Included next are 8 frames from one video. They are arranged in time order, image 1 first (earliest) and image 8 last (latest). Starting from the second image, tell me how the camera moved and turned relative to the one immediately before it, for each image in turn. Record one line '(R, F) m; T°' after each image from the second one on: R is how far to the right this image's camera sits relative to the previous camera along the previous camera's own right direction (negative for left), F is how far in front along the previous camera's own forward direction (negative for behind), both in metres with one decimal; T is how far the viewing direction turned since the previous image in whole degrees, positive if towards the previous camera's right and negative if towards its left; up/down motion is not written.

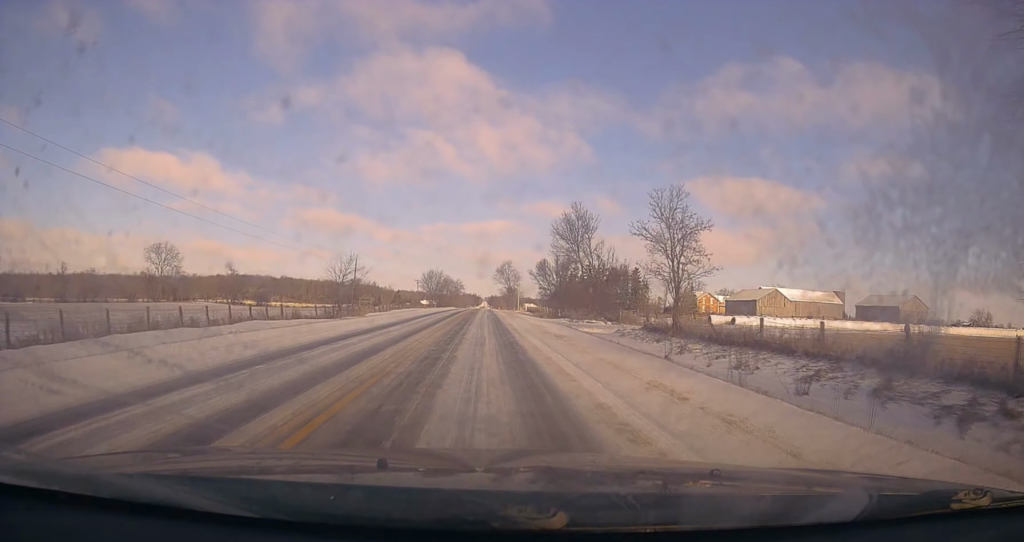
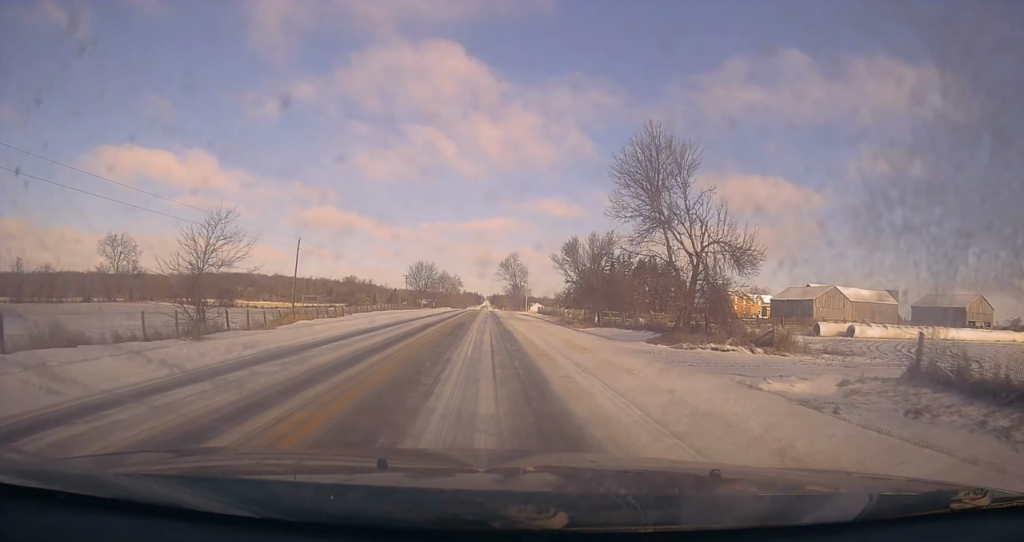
(-0.2, +29.0) m; -2°
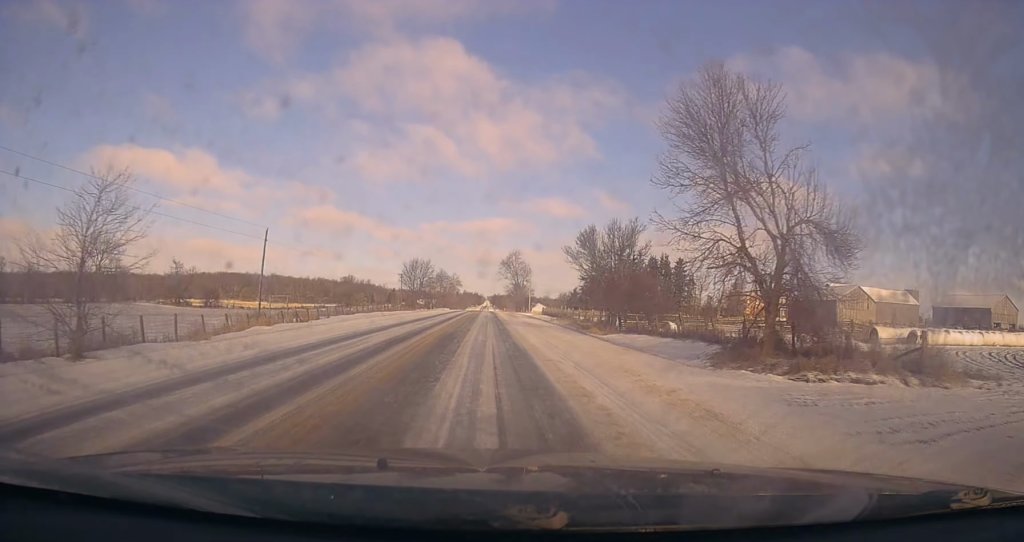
(-0.1, +9.5) m; 0°
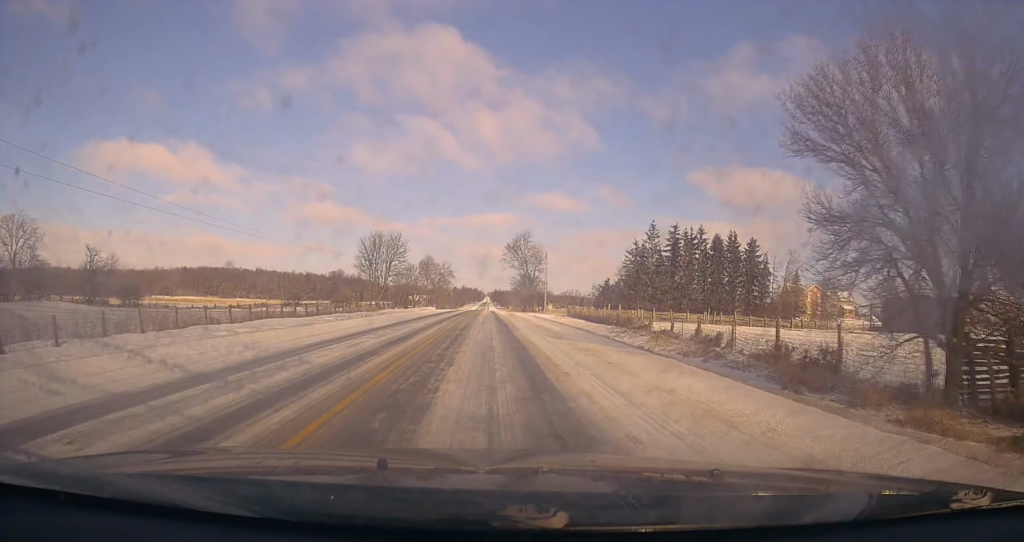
(+0.8, +38.8) m; 0°
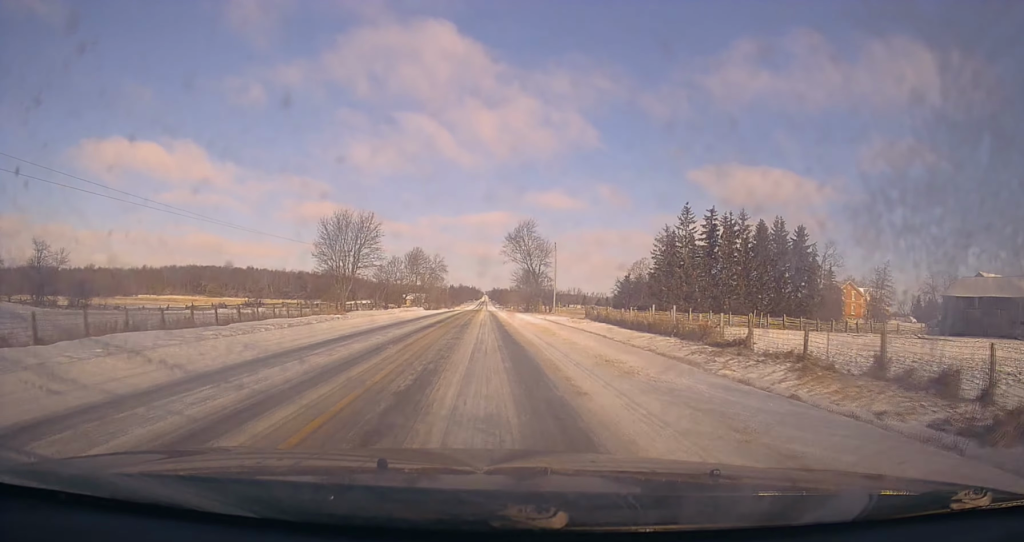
(-0.9, +17.8) m; 0°
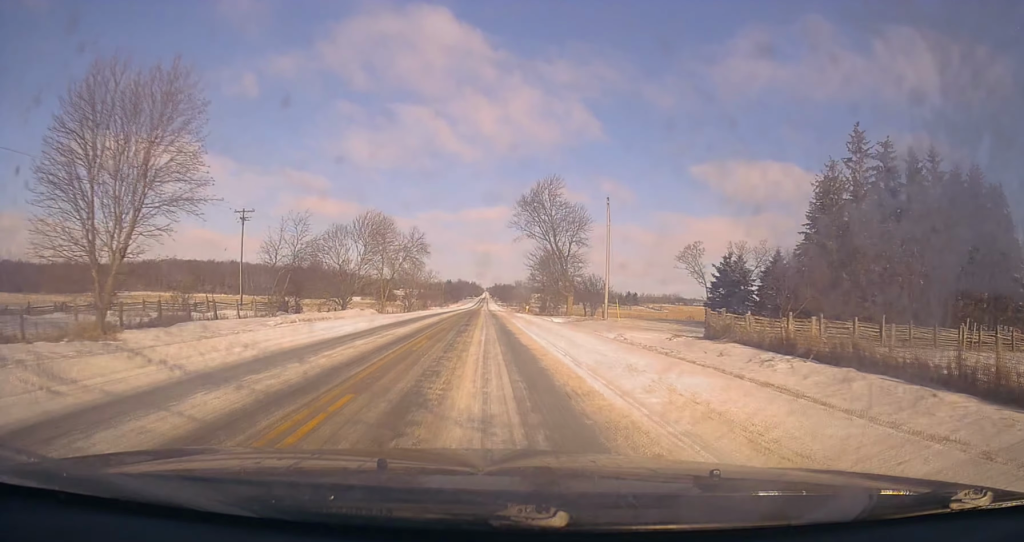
(+0.7, +38.1) m; +1°
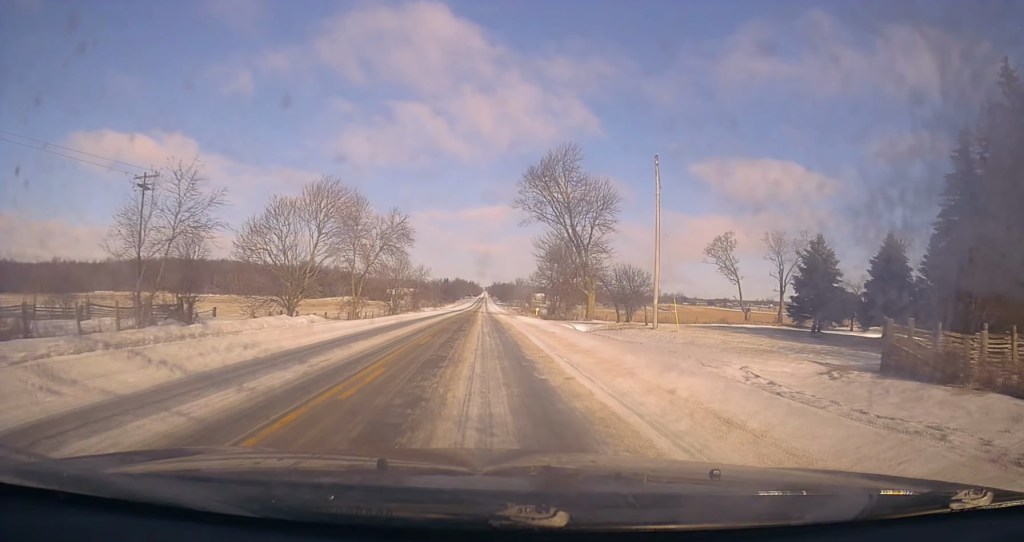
(-0.1, +15.9) m; 0°
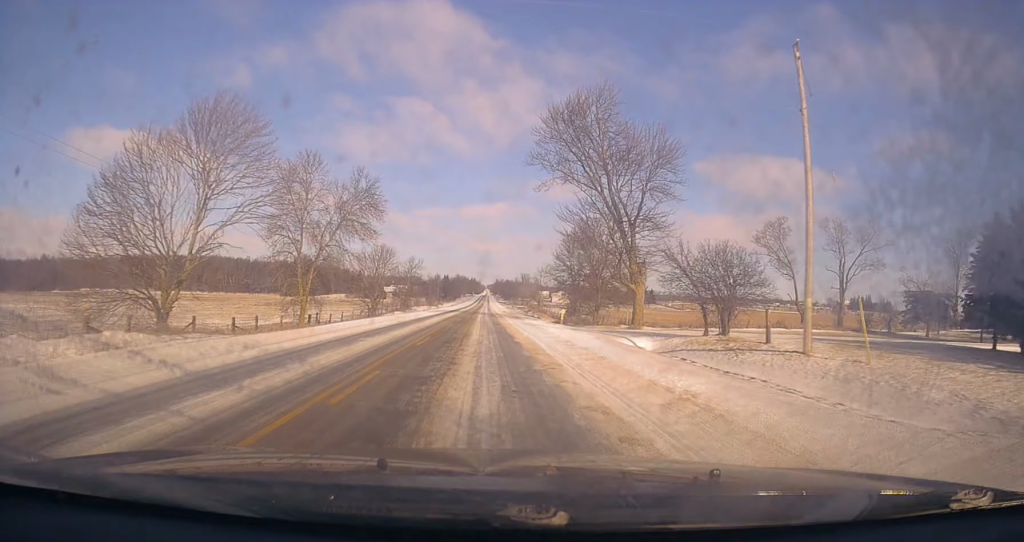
(+0.2, +17.6) m; +1°
